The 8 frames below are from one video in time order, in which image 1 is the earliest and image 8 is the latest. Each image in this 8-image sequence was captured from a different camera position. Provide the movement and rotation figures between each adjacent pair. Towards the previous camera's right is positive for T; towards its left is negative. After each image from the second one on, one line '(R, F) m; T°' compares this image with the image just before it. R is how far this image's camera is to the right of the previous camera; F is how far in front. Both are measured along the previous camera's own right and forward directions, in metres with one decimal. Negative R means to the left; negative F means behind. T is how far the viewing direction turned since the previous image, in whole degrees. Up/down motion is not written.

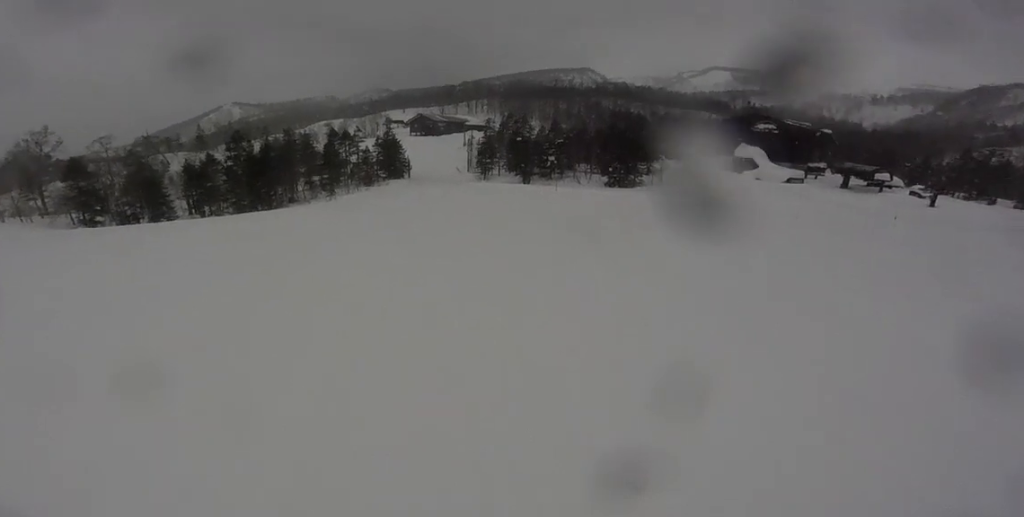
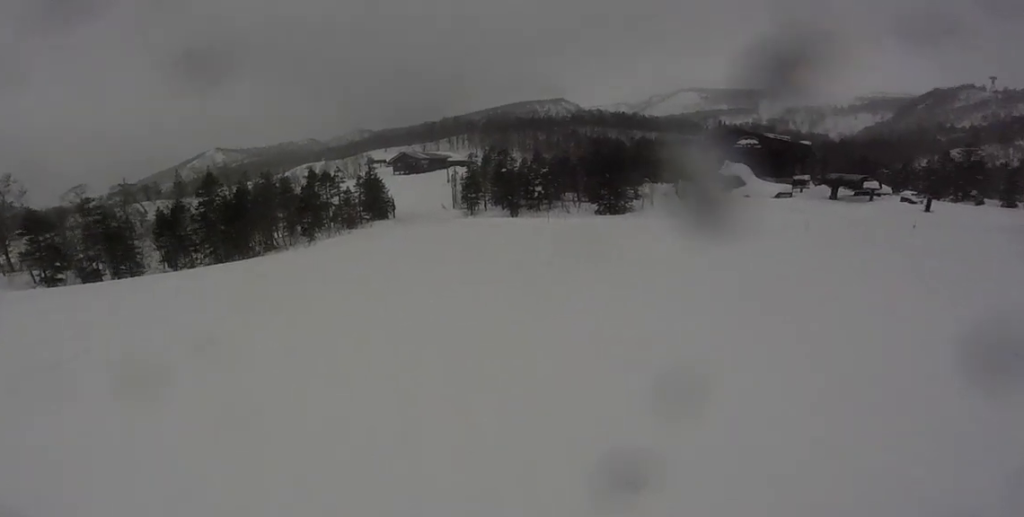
(+0.1, +3.1) m; +1°
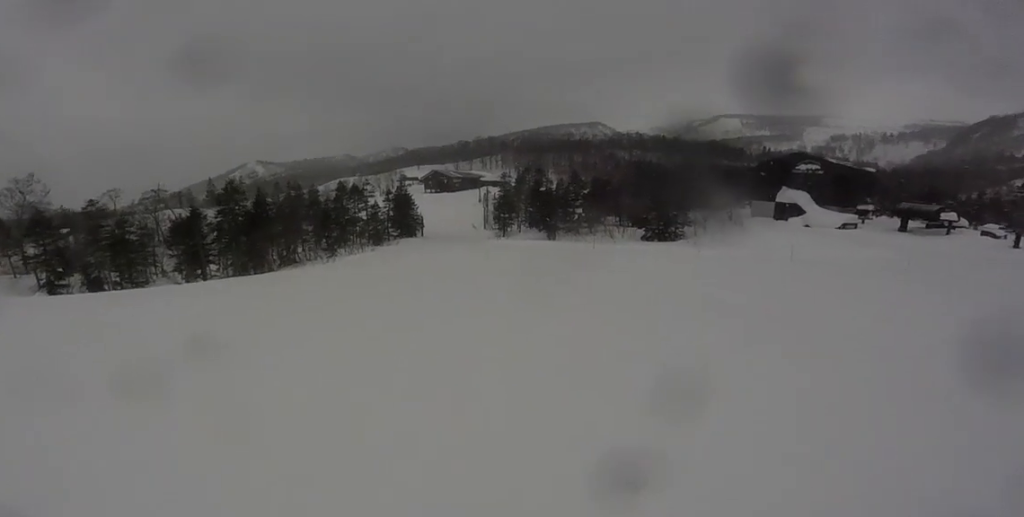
(+0.1, +4.3) m; -1°
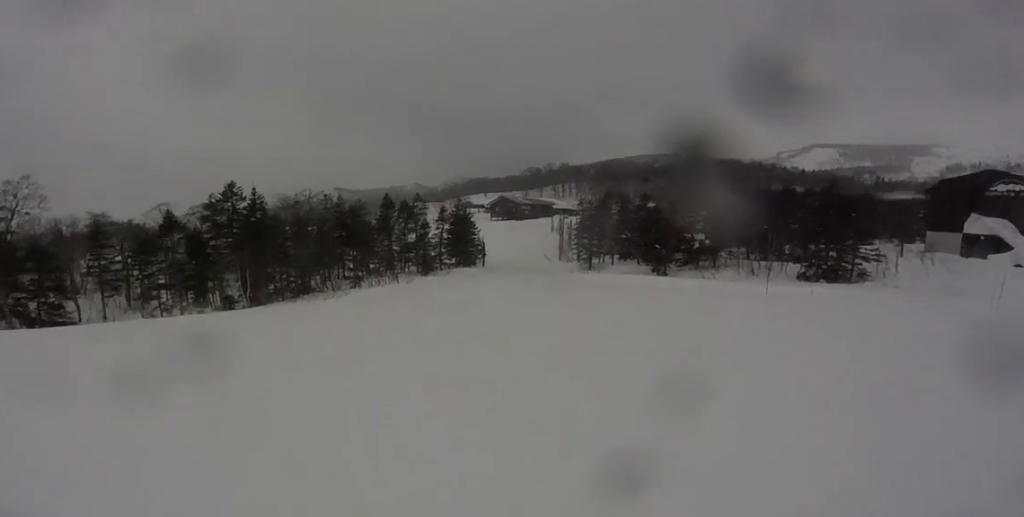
(-1.1, +16.6) m; -3°
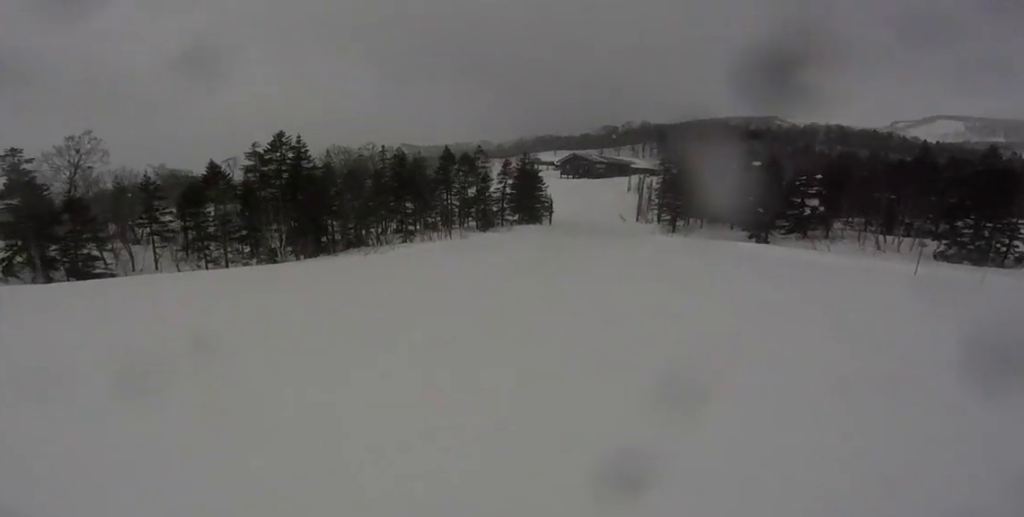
(+0.3, +4.1) m; 0°
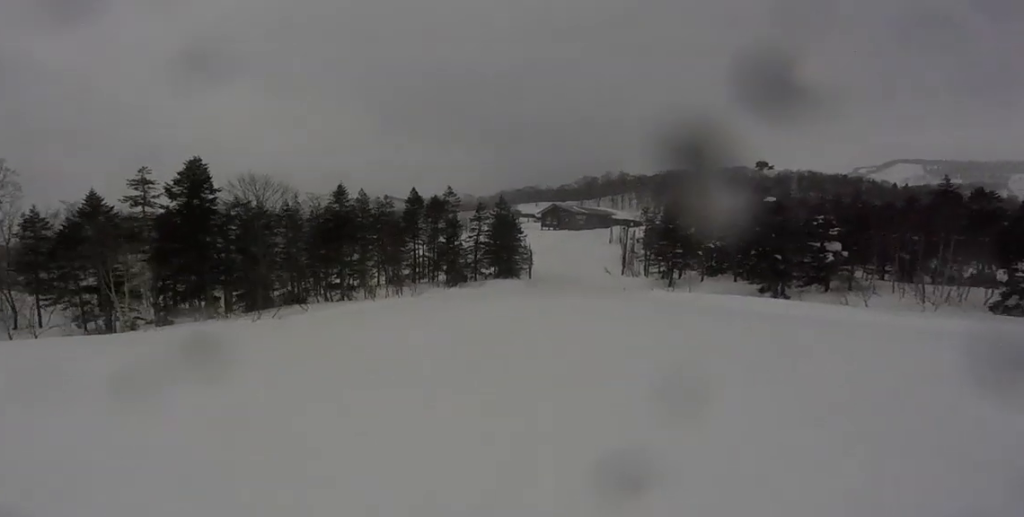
(0.0, +9.4) m; 0°
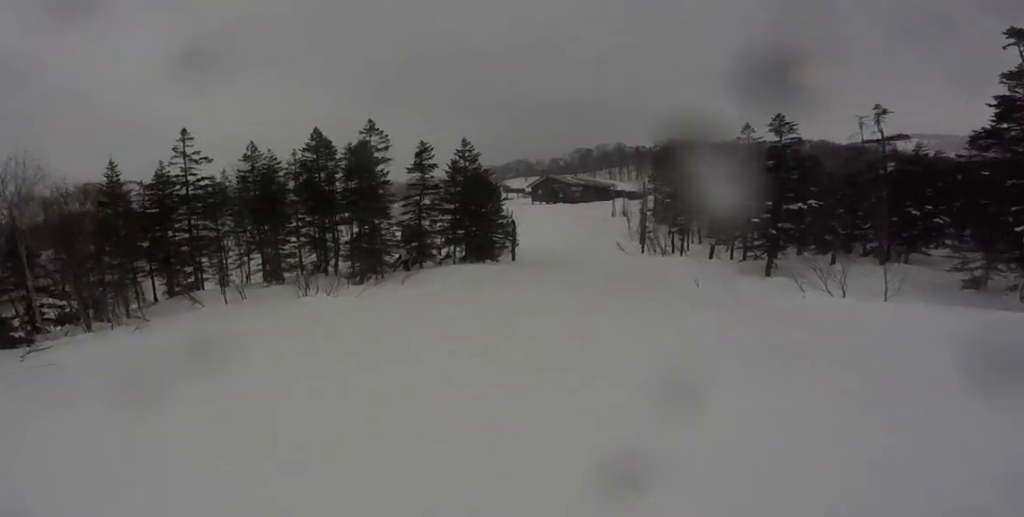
(-0.3, +24.7) m; 0°
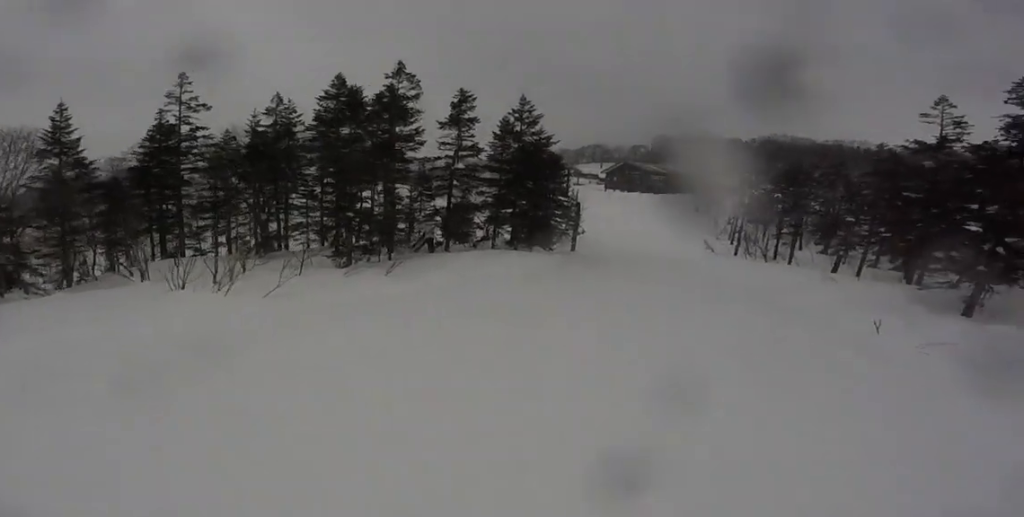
(+0.7, +8.8) m; +4°
